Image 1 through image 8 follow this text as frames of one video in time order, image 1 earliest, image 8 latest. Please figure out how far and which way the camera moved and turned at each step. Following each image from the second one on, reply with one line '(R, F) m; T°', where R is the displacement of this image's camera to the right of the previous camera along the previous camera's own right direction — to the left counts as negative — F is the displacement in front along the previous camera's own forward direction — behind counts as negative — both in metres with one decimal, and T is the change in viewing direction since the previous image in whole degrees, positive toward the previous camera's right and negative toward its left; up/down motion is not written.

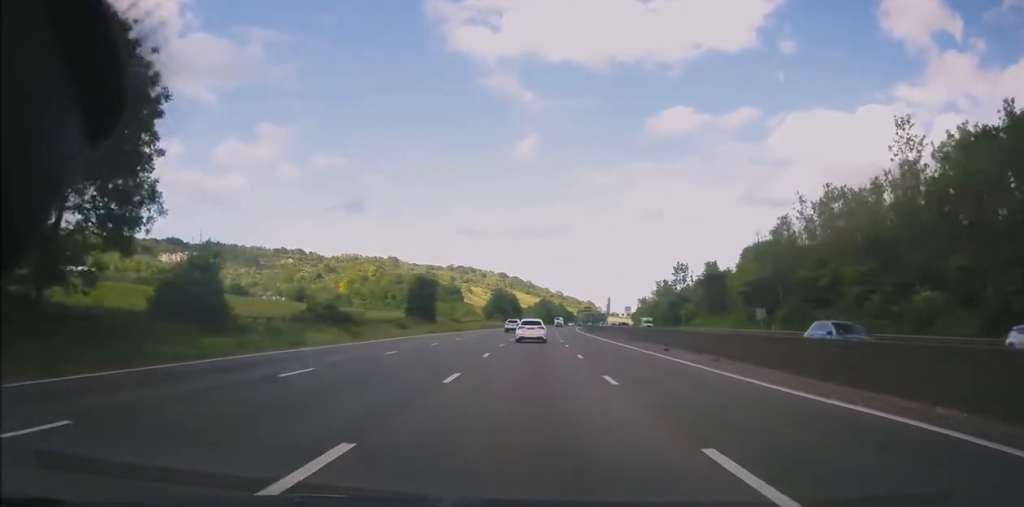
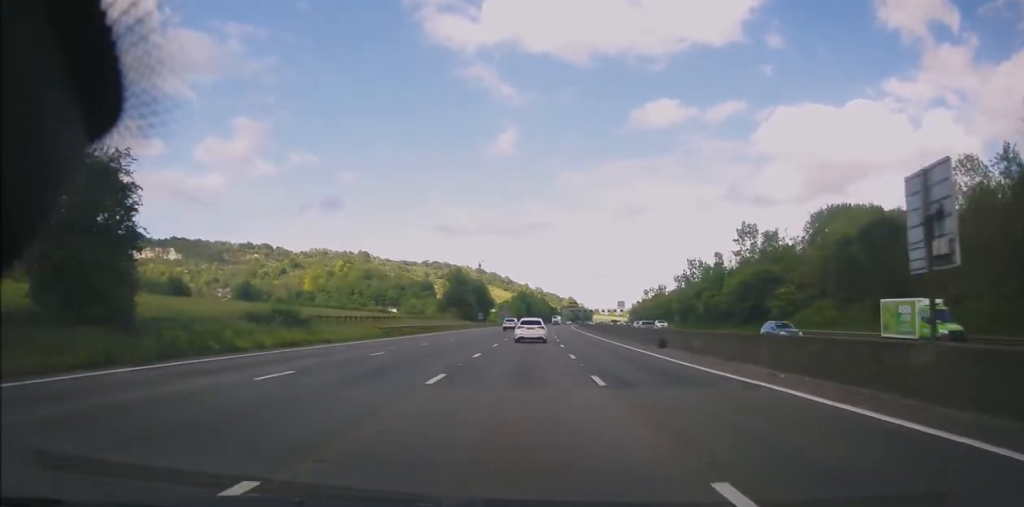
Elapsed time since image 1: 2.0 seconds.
(+1.6, +55.1) m; +2°
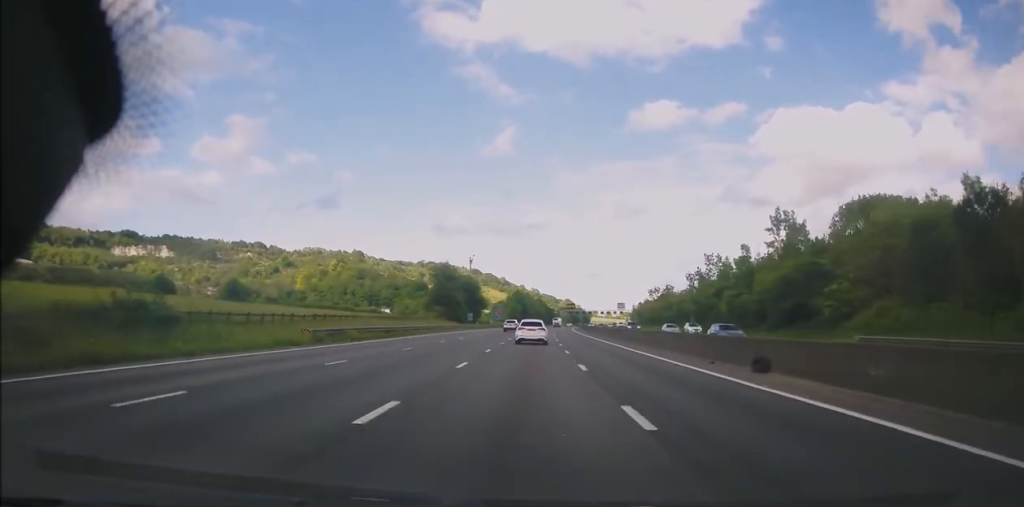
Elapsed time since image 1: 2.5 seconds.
(-0.2, +13.6) m; 0°
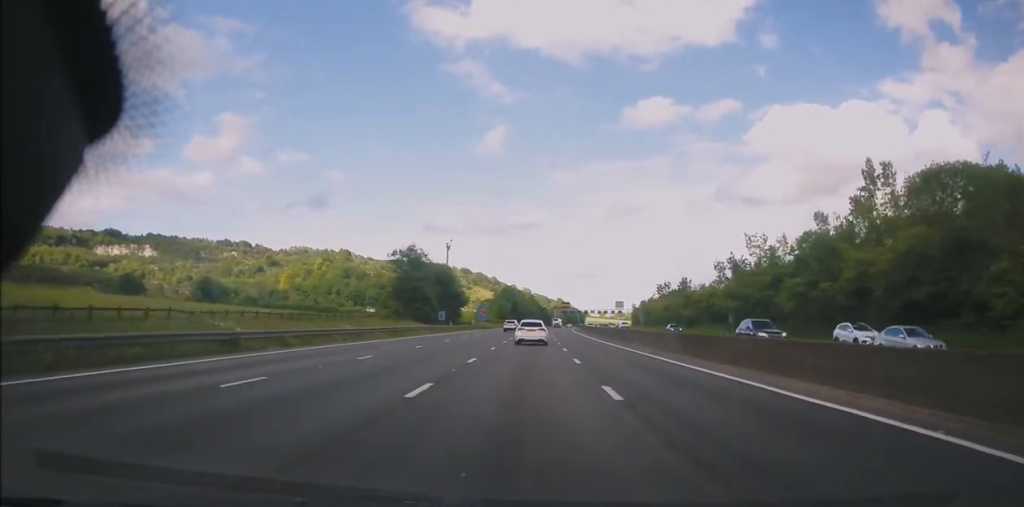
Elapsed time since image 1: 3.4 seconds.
(+0.4, +24.3) m; +2°
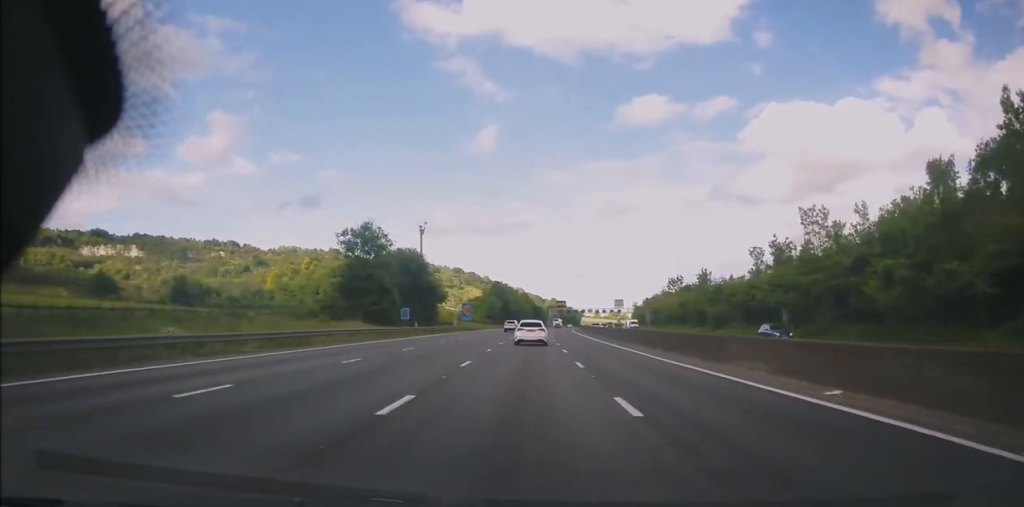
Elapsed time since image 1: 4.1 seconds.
(+0.2, +19.6) m; +1°
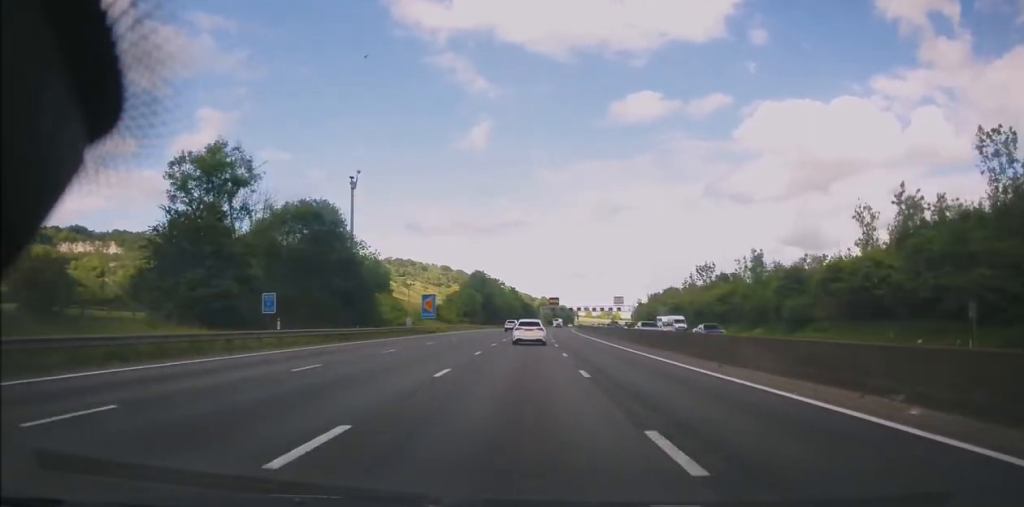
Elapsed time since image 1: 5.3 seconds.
(+0.3, +30.2) m; +1°
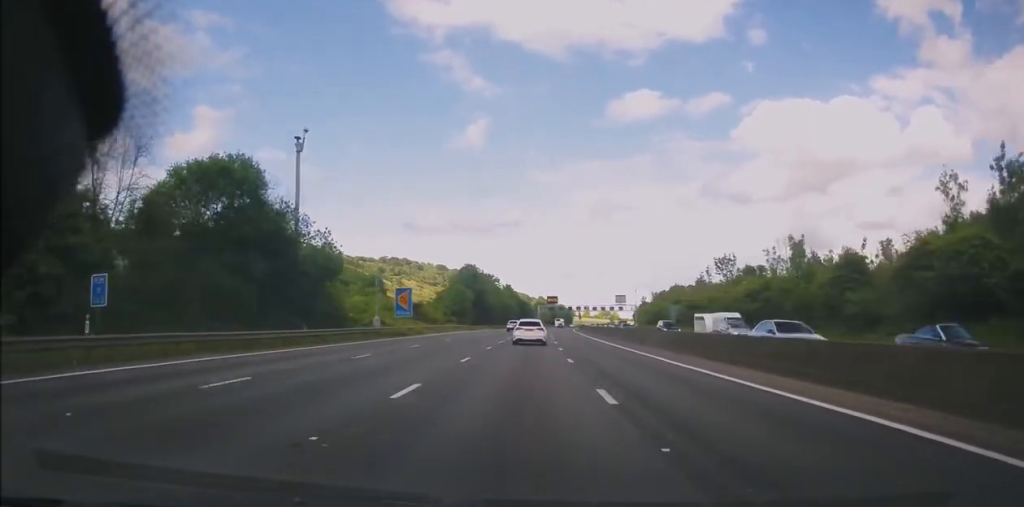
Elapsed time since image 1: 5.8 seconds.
(0.0, +13.3) m; 0°
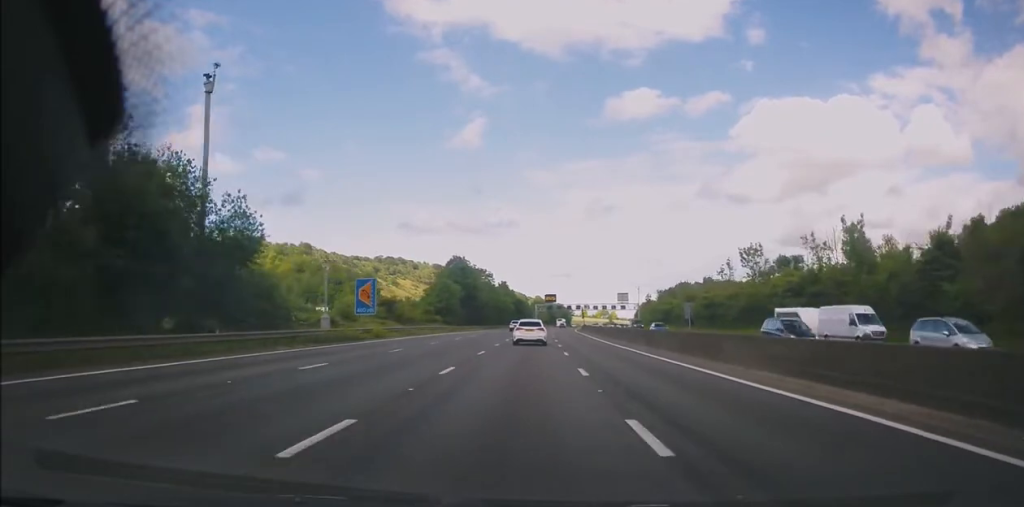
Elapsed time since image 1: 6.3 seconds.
(+0.1, +13.3) m; 0°
